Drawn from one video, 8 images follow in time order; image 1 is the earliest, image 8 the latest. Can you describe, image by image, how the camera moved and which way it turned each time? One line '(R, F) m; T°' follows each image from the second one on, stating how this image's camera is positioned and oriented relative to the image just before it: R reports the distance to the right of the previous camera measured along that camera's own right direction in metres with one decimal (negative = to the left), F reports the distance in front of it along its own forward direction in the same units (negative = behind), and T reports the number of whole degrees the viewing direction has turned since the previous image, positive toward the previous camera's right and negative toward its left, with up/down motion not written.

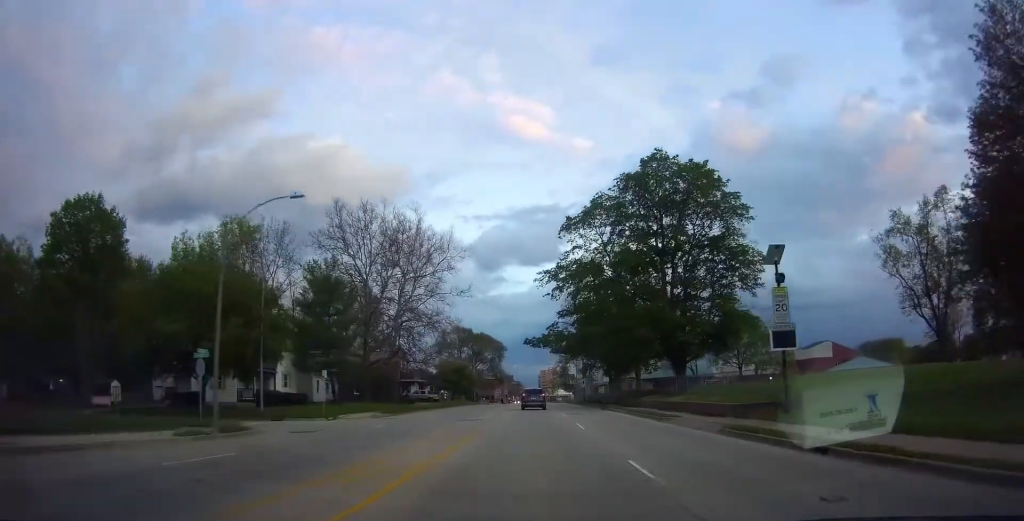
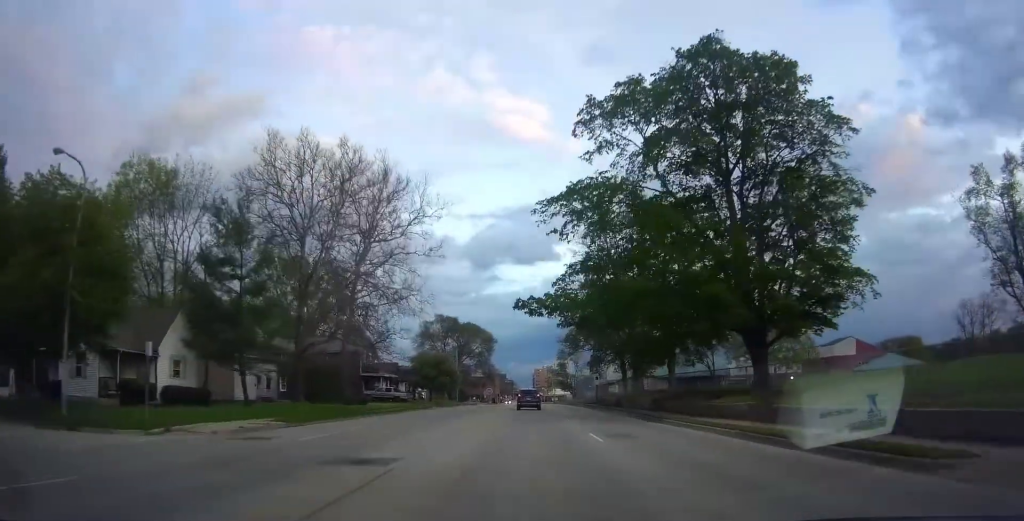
(0.0, +17.6) m; 0°
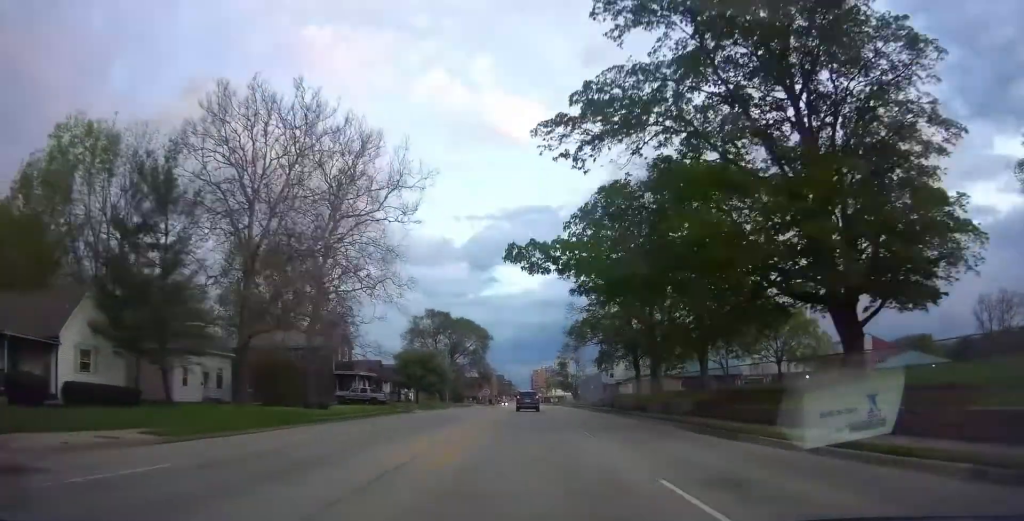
(0.0, +9.6) m; 0°
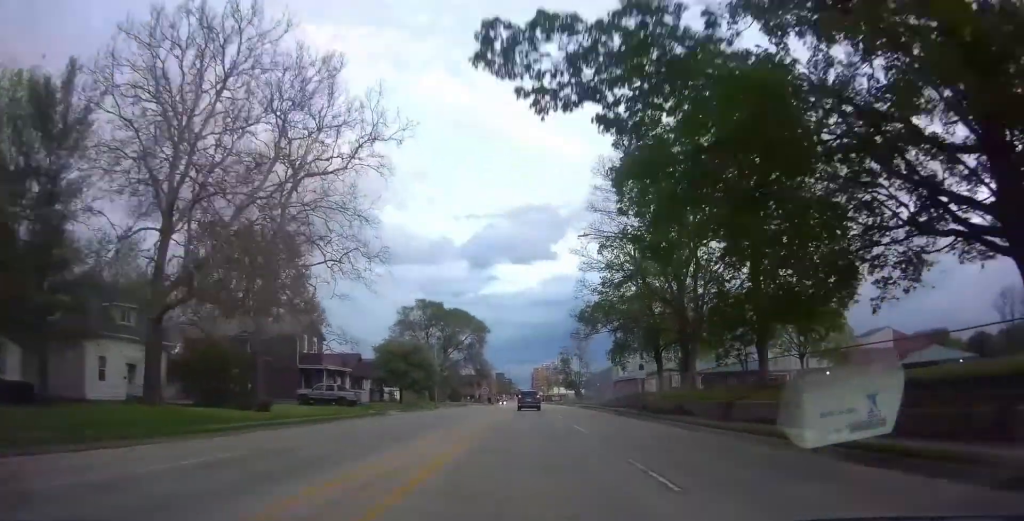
(0.0, +10.1) m; 0°
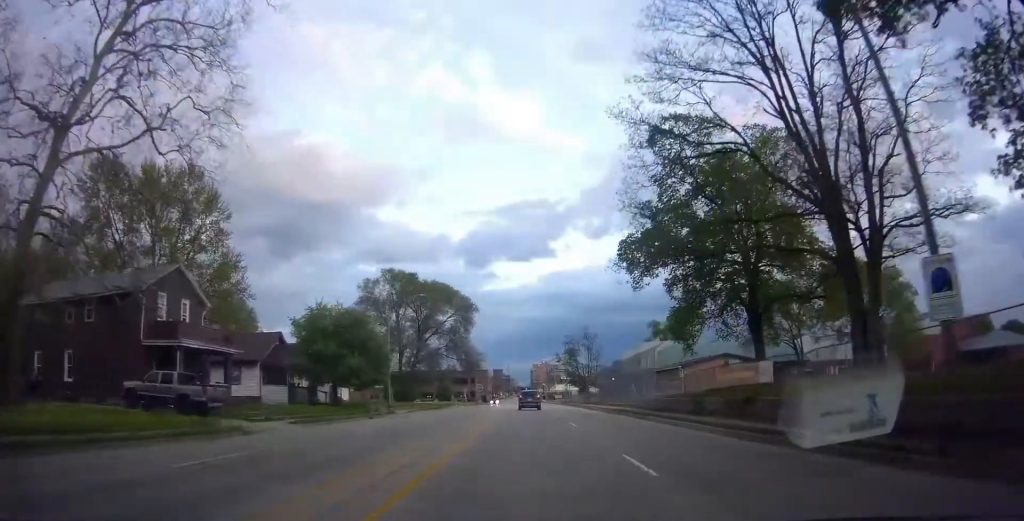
(0.0, +23.3) m; 0°
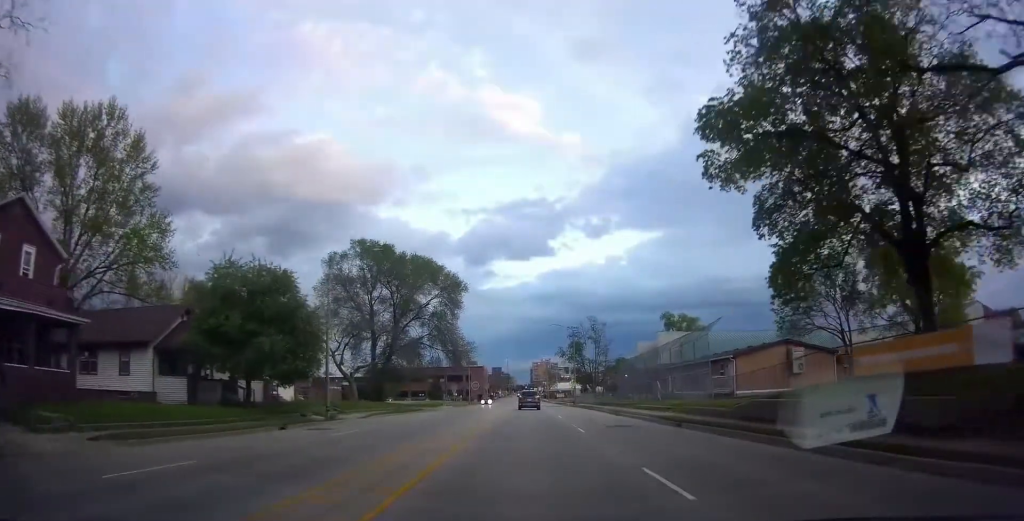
(0.0, +14.5) m; -3°
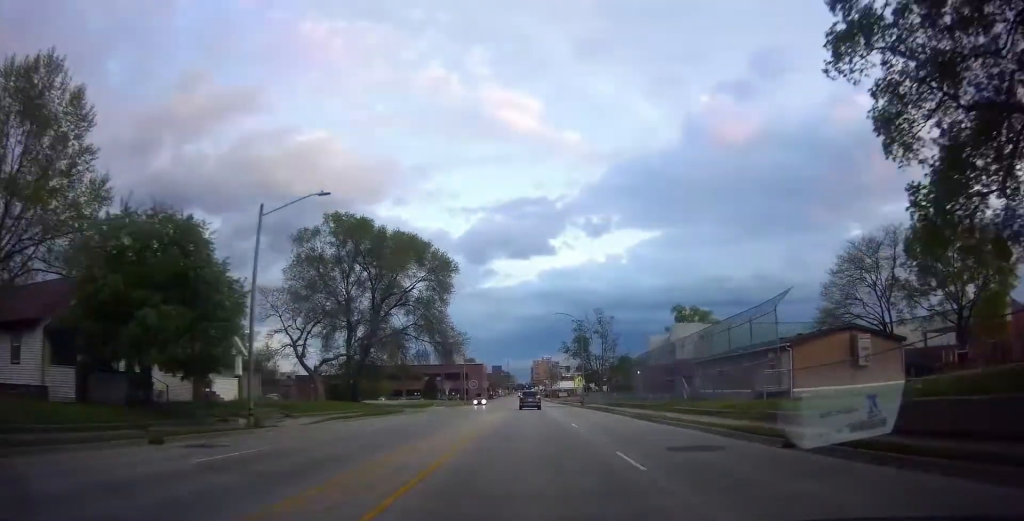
(-0.4, +9.5) m; 0°
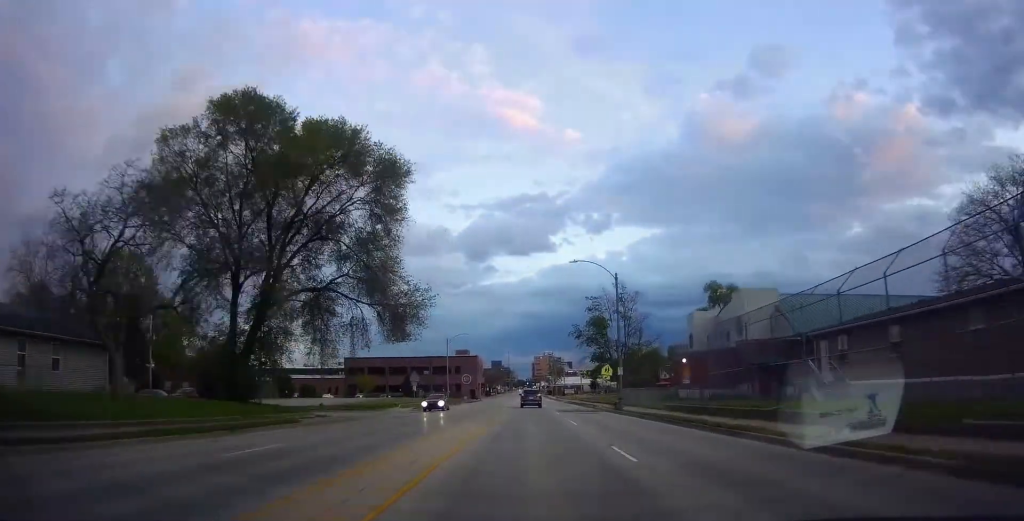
(+0.5, +22.6) m; +3°
